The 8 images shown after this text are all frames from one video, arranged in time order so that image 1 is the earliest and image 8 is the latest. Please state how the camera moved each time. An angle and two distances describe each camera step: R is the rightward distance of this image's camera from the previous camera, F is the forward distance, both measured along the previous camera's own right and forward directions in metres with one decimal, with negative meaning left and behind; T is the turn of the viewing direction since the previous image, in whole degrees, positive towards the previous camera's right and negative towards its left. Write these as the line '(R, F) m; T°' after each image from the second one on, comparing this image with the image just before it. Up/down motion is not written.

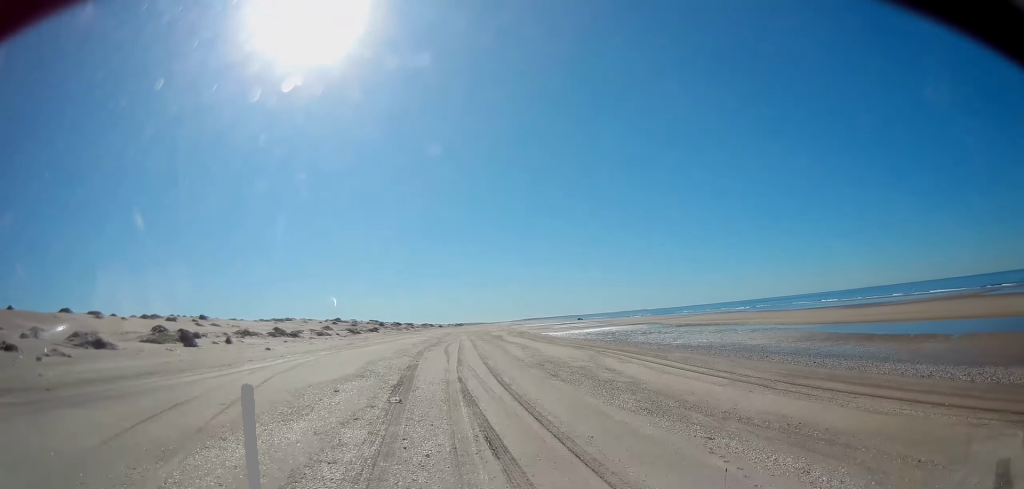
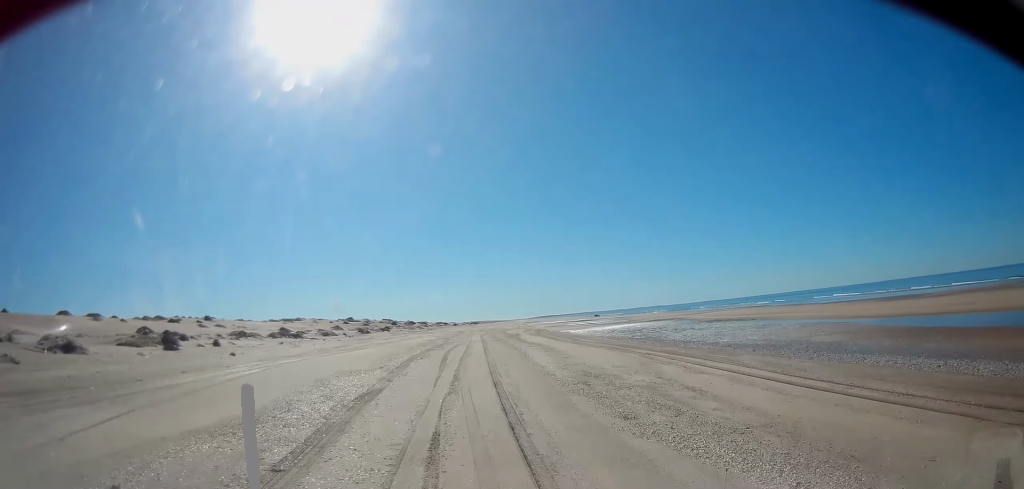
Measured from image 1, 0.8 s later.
(0.0, +11.2) m; 0°
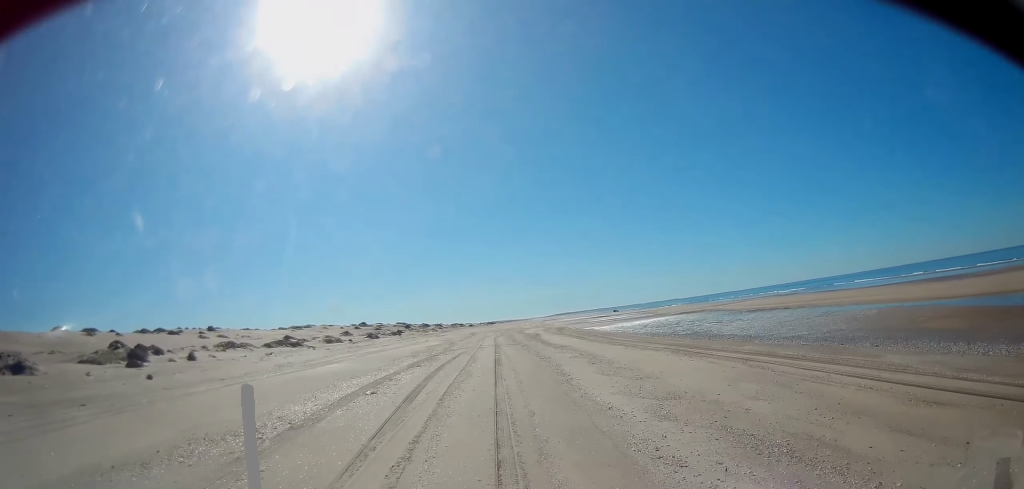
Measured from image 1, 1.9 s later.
(0.0, +14.6) m; 0°
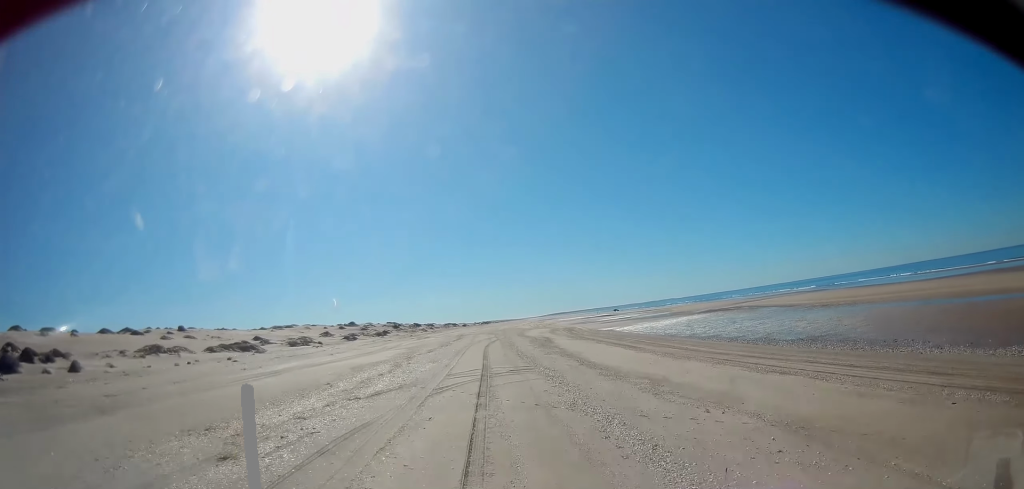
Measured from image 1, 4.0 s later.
(+0.1, +28.9) m; +1°
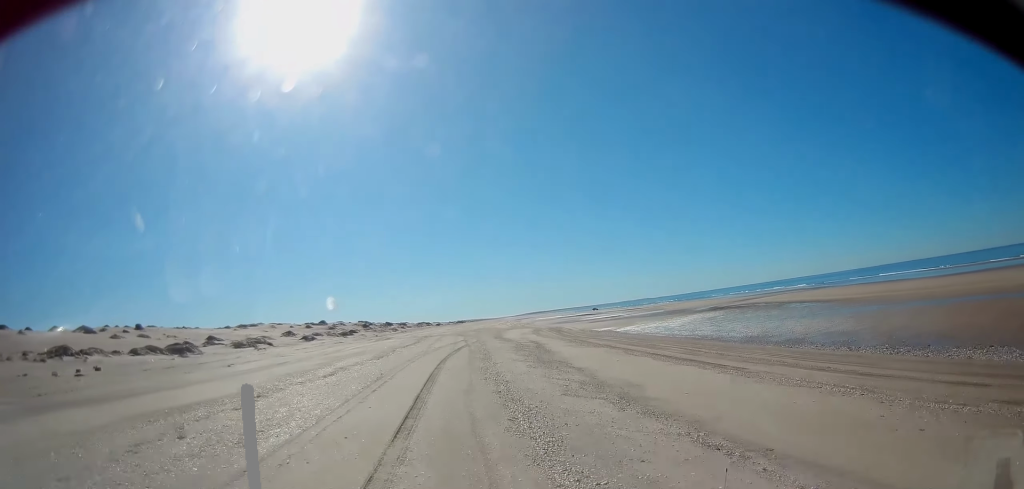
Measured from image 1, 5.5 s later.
(+0.5, +20.7) m; +3°
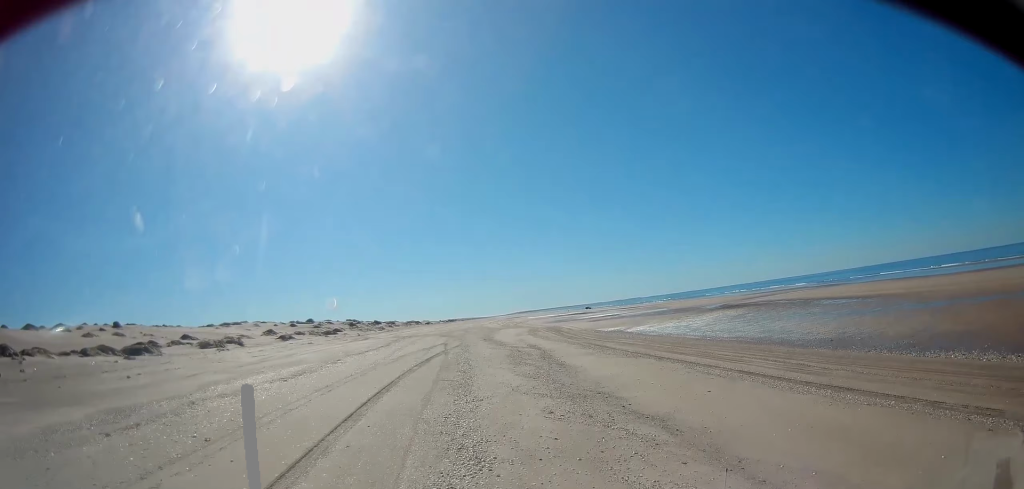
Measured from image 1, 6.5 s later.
(+0.2, +13.0) m; 0°
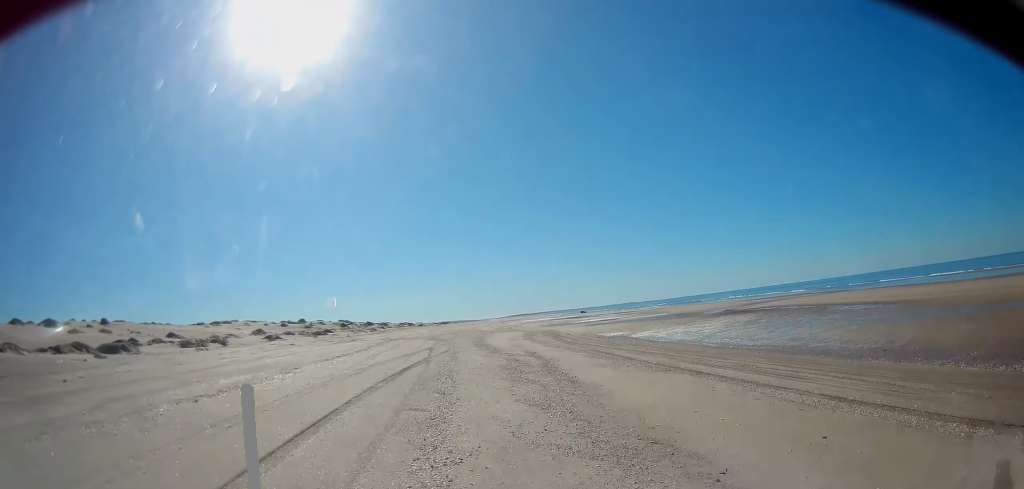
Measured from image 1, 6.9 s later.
(-0.3, +5.8) m; 0°
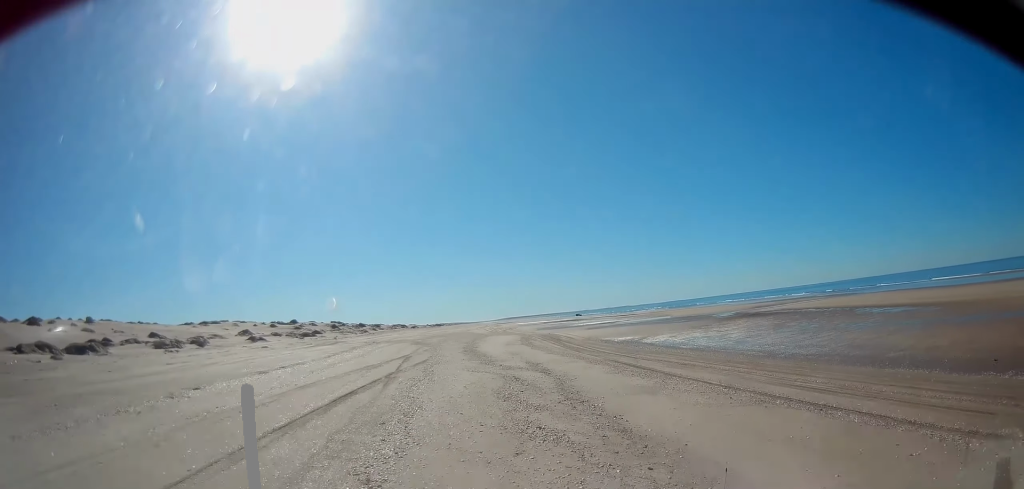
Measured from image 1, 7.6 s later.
(+0.1, +8.5) m; +1°
